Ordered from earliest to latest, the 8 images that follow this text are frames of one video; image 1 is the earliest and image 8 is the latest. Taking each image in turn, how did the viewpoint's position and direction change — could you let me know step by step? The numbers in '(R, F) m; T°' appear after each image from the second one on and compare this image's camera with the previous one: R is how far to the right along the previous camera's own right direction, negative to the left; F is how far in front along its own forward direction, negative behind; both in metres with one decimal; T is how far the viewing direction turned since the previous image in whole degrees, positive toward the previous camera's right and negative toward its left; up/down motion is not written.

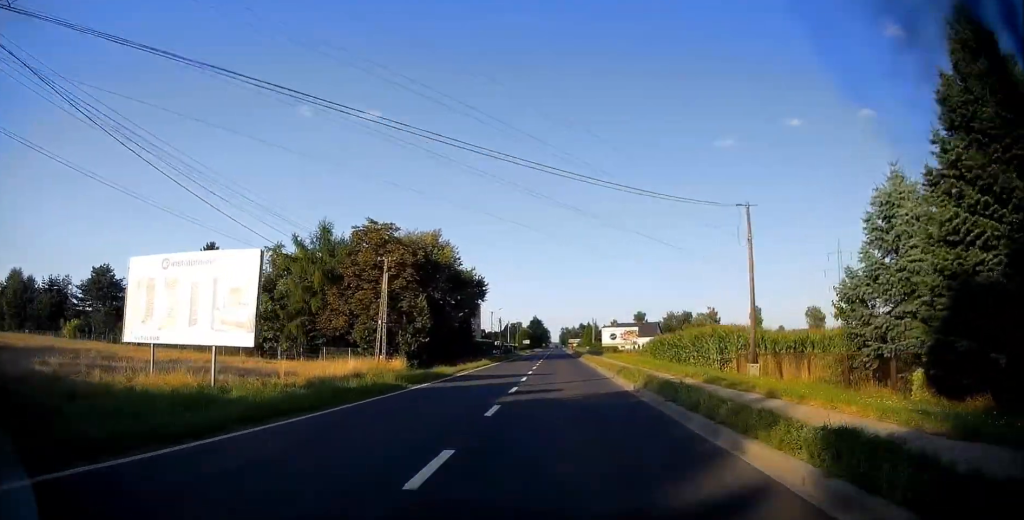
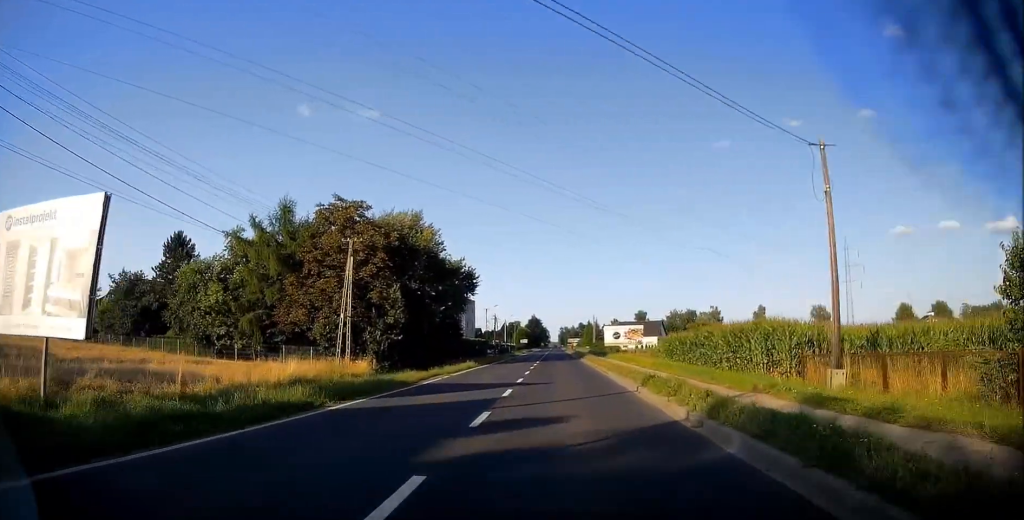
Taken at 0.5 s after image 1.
(0.0, +7.6) m; 0°
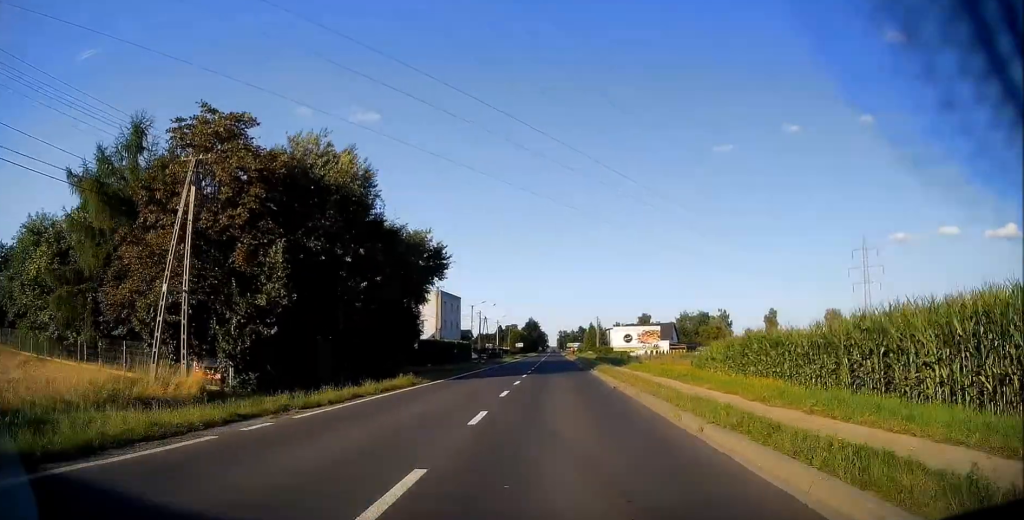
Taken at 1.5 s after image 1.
(+0.3, +17.4) m; +1°
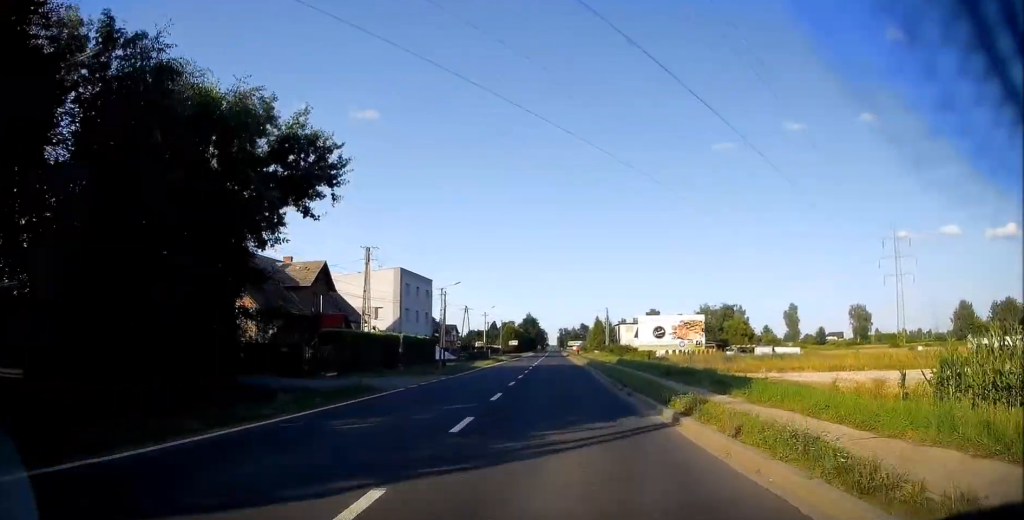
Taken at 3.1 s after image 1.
(0.0, +25.0) m; -1°
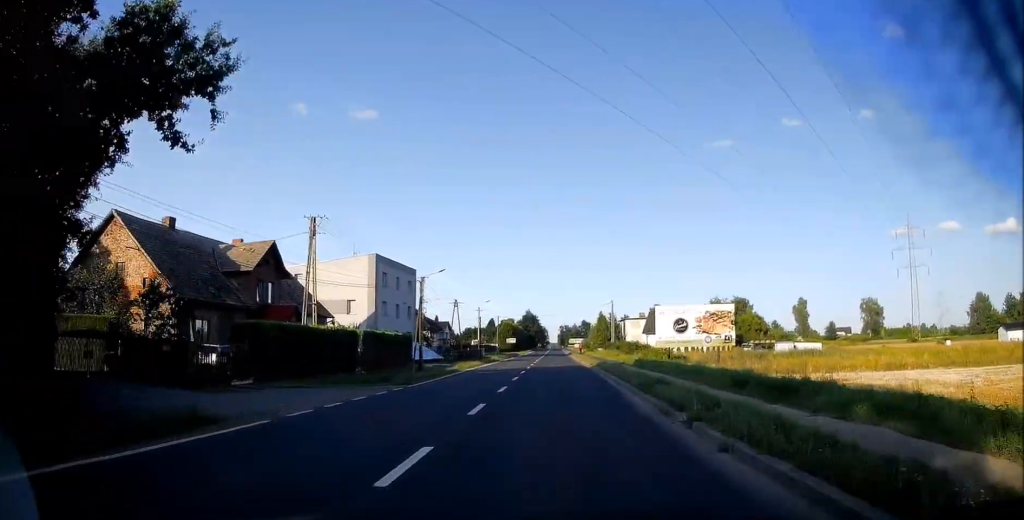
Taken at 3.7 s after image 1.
(-0.1, +9.8) m; 0°
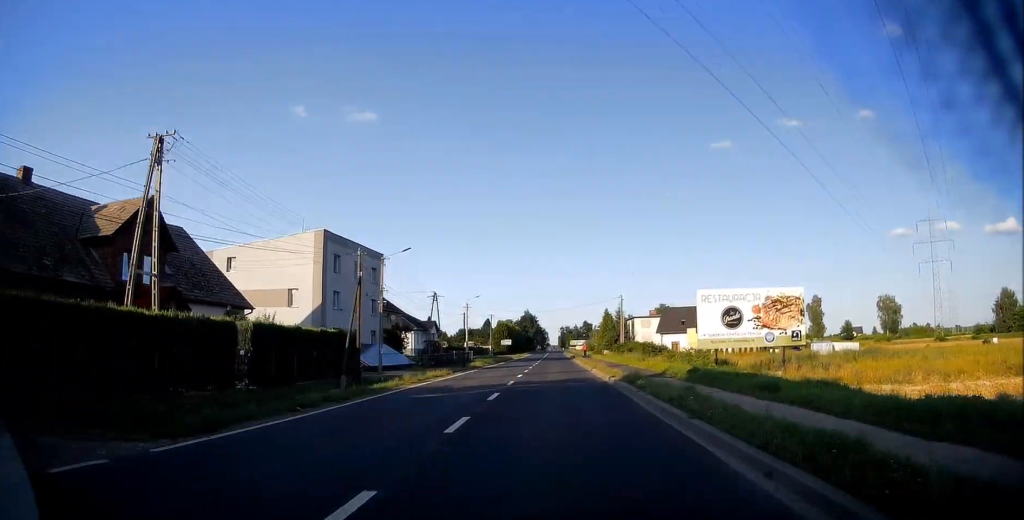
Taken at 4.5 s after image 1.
(-0.1, +14.1) m; 0°
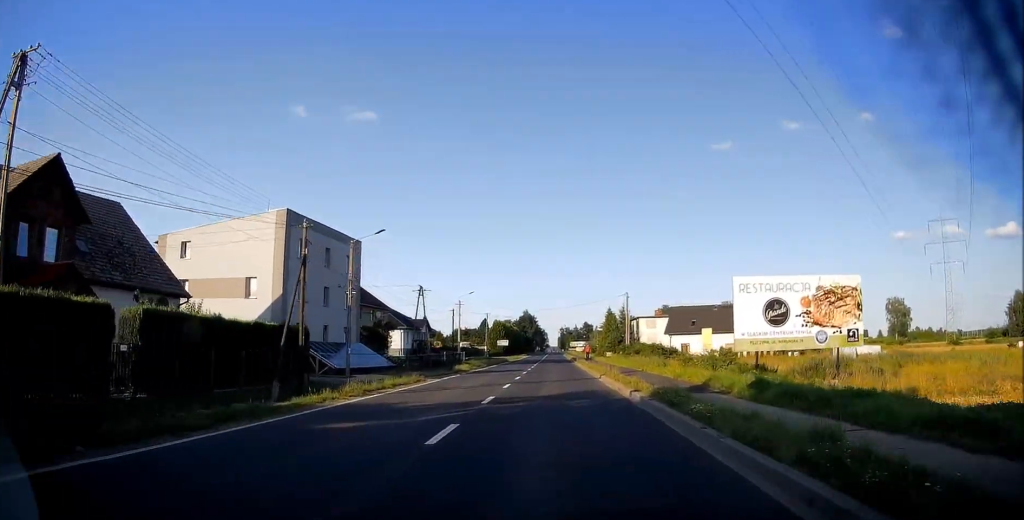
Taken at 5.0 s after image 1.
(+0.1, +7.1) m; +1°
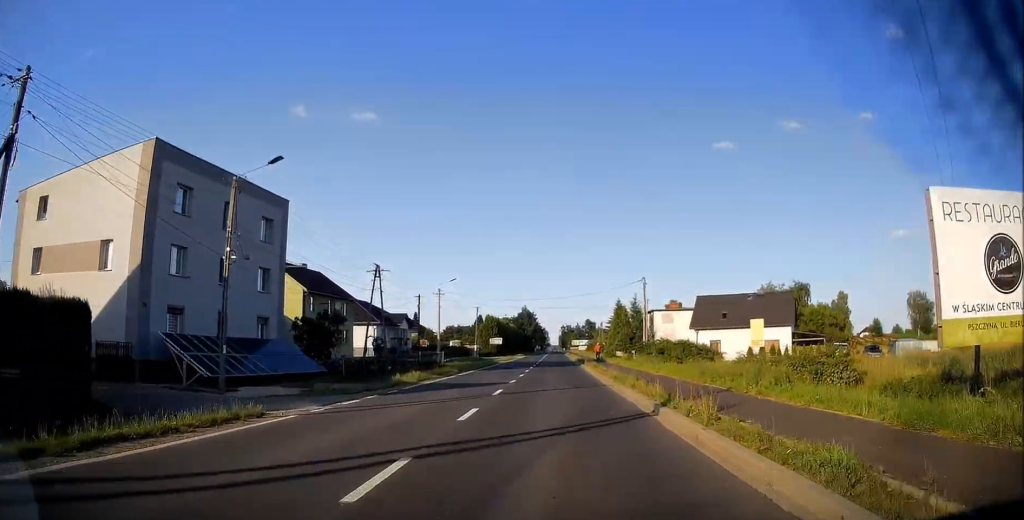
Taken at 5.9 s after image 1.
(+0.1, +15.2) m; 0°
